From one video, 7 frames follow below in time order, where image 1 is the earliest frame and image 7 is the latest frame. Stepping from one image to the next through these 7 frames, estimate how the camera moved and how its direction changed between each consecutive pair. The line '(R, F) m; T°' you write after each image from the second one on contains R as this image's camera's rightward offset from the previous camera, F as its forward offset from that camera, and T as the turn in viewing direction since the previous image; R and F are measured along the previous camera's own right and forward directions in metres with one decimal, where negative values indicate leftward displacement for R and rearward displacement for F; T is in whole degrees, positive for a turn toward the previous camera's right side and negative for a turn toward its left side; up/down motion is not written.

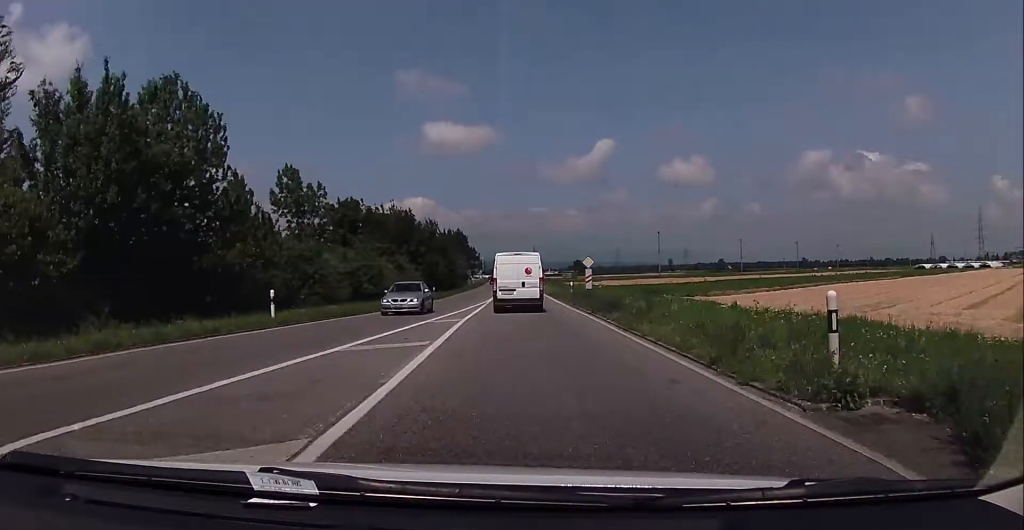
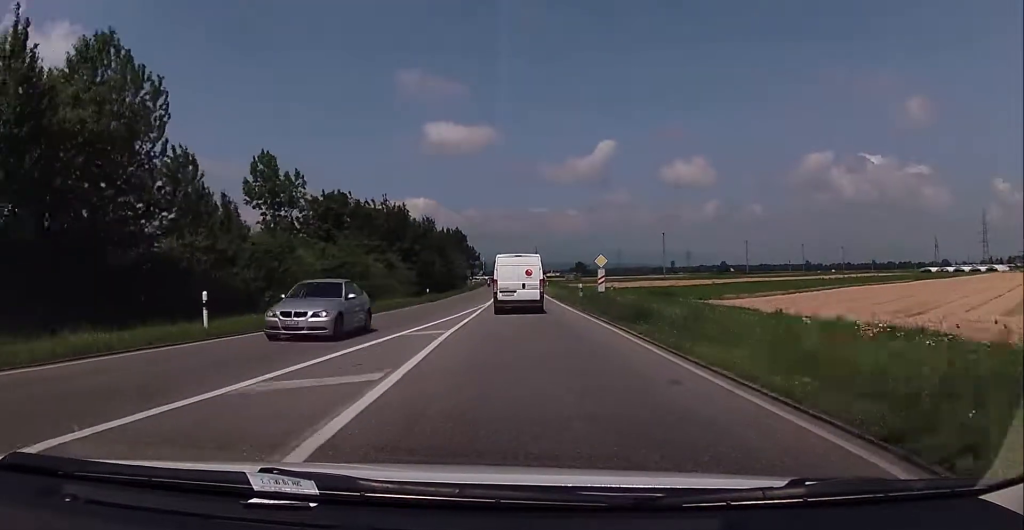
(+0.2, +4.9) m; 0°
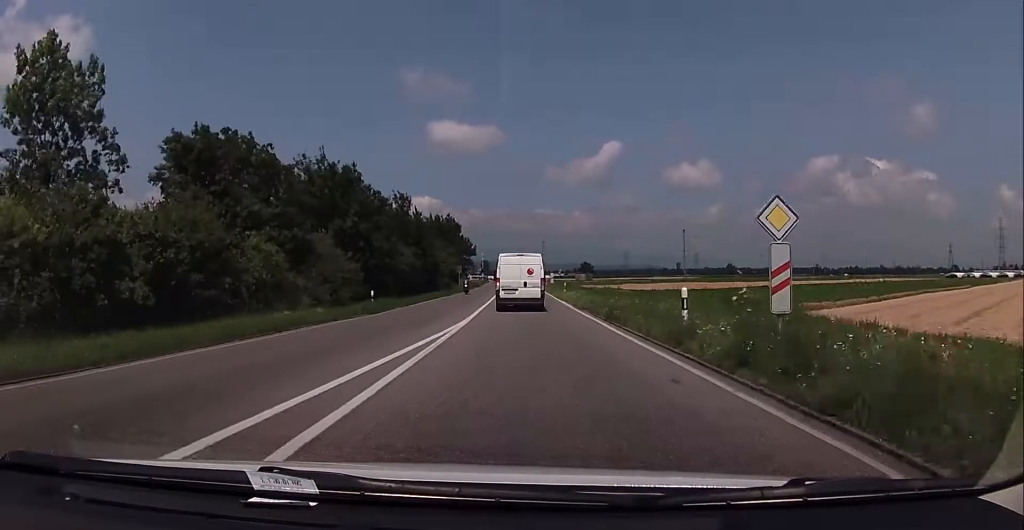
(-0.5, +21.2) m; -3°
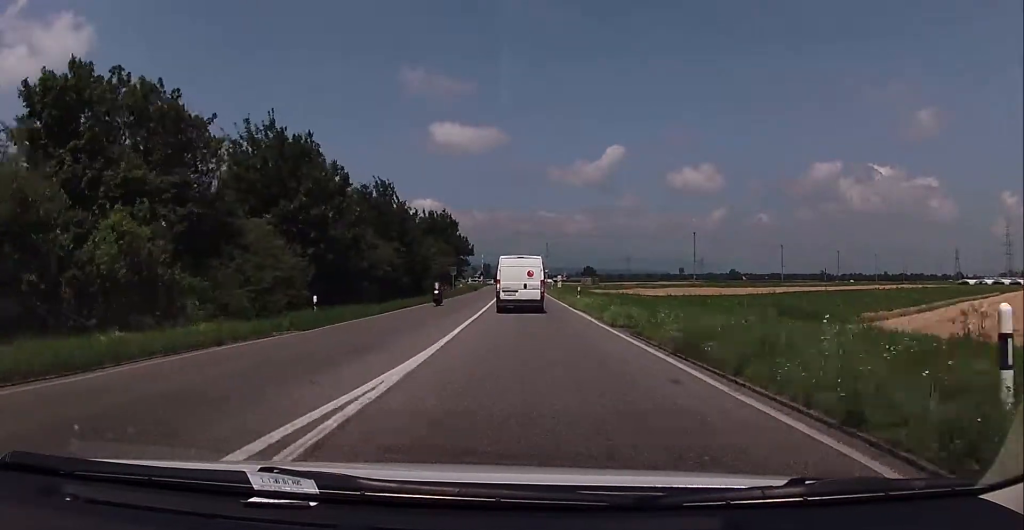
(-0.2, +9.2) m; -1°
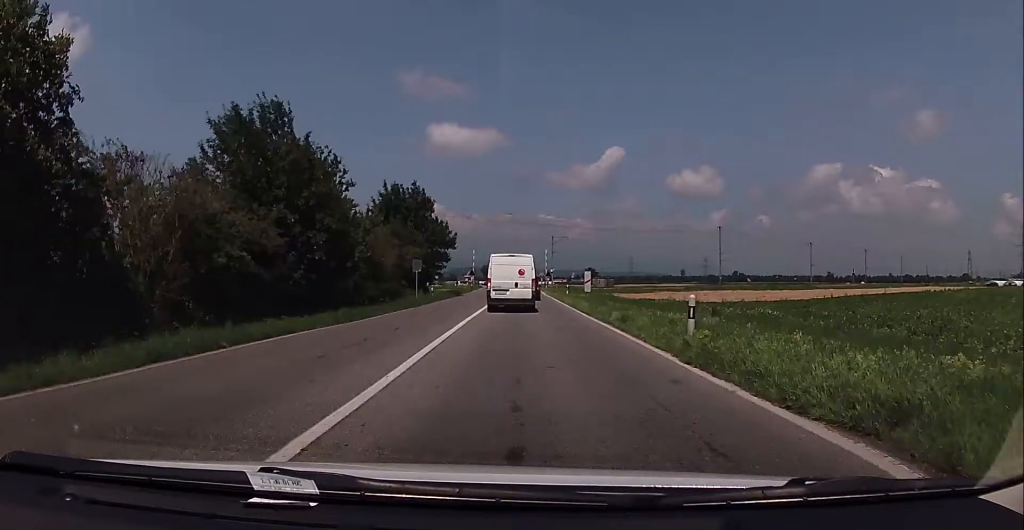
(+0.4, +23.8) m; +2°
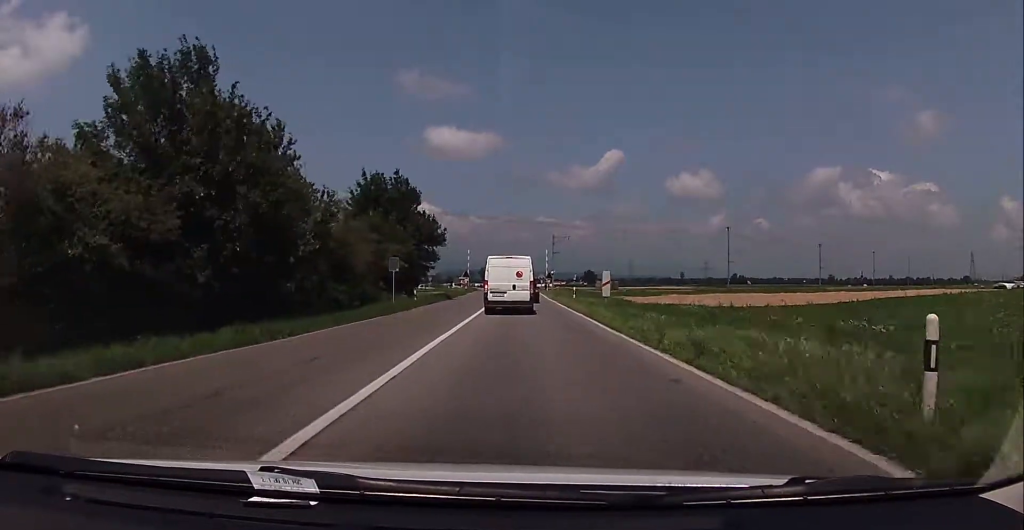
(0.0, +7.7) m; 0°
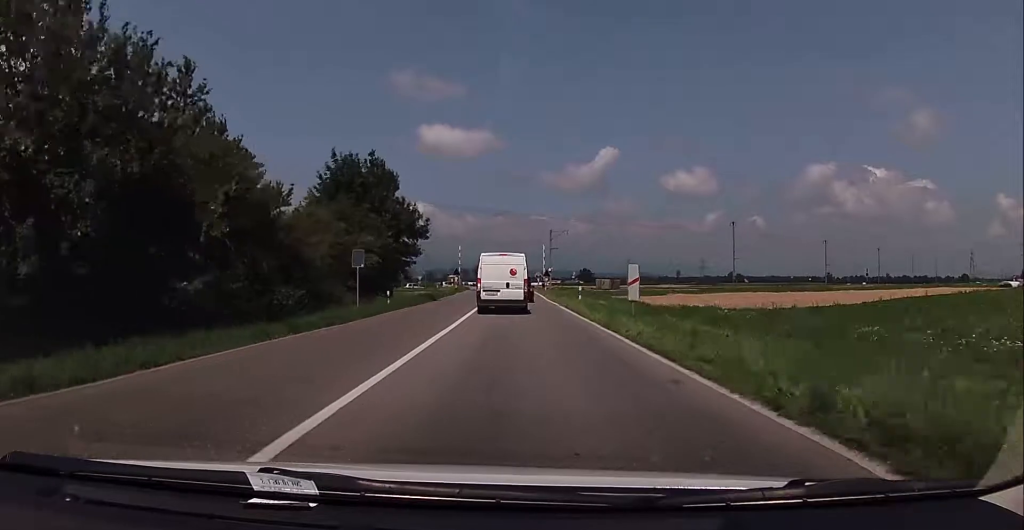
(0.0, +7.3) m; 0°
